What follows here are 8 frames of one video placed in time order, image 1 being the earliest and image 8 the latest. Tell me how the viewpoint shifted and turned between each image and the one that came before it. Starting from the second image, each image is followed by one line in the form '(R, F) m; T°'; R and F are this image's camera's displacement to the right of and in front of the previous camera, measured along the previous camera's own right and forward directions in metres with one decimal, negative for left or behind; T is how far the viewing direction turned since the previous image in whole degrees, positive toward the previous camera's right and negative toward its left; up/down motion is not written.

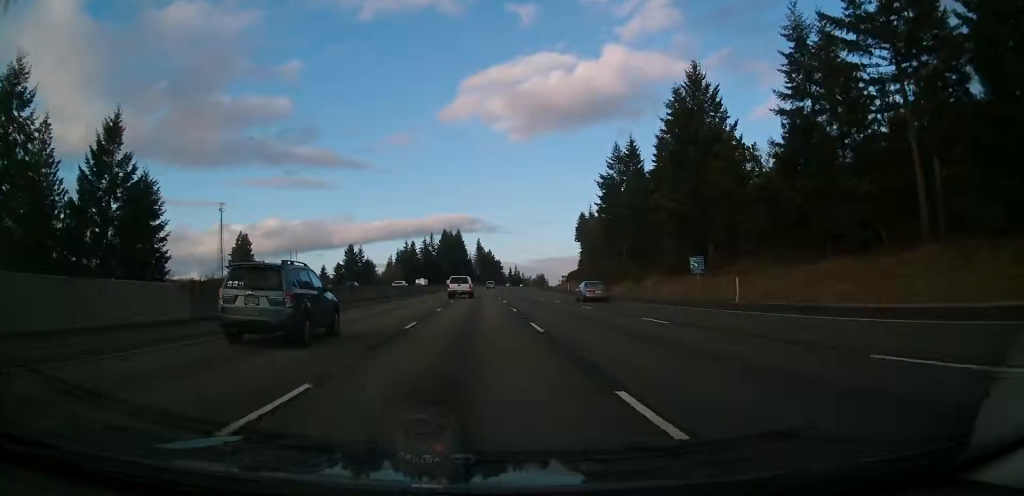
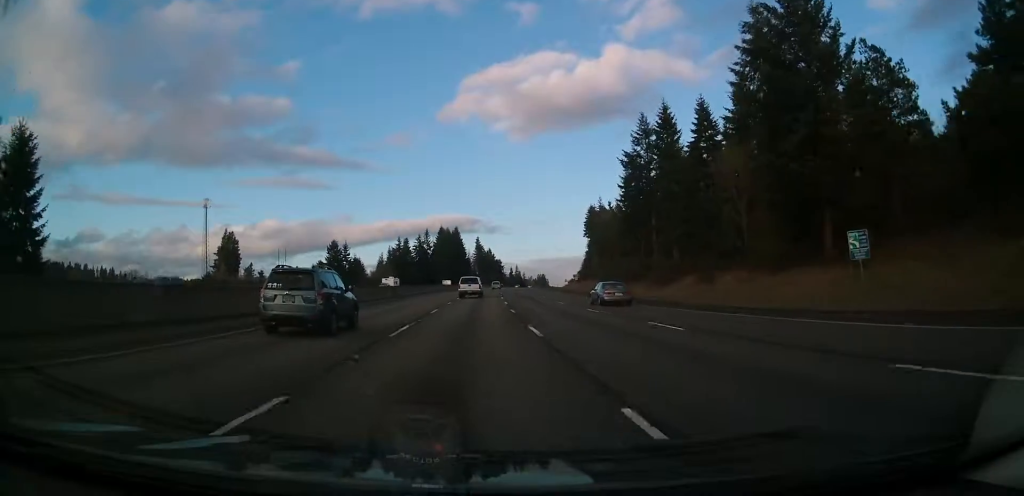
(-0.1, +25.2) m; 0°
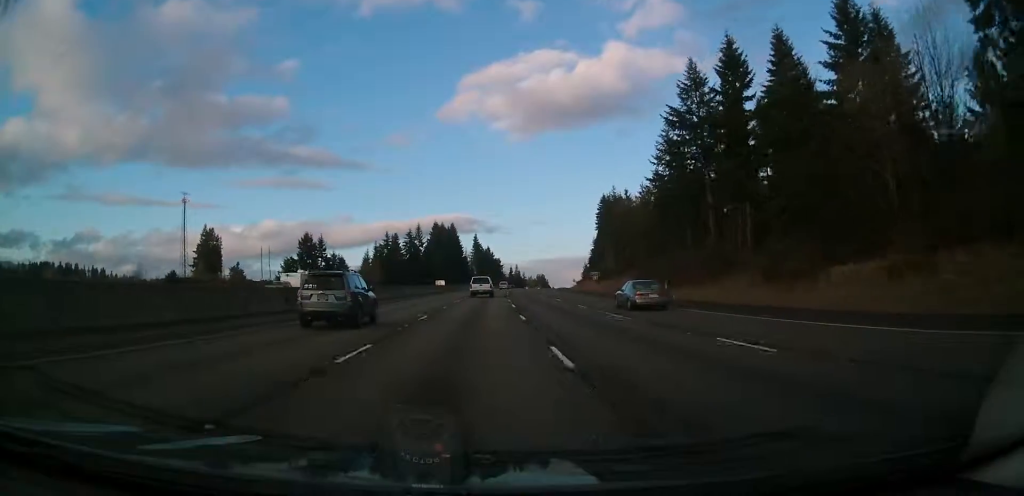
(+0.1, +30.1) m; +1°
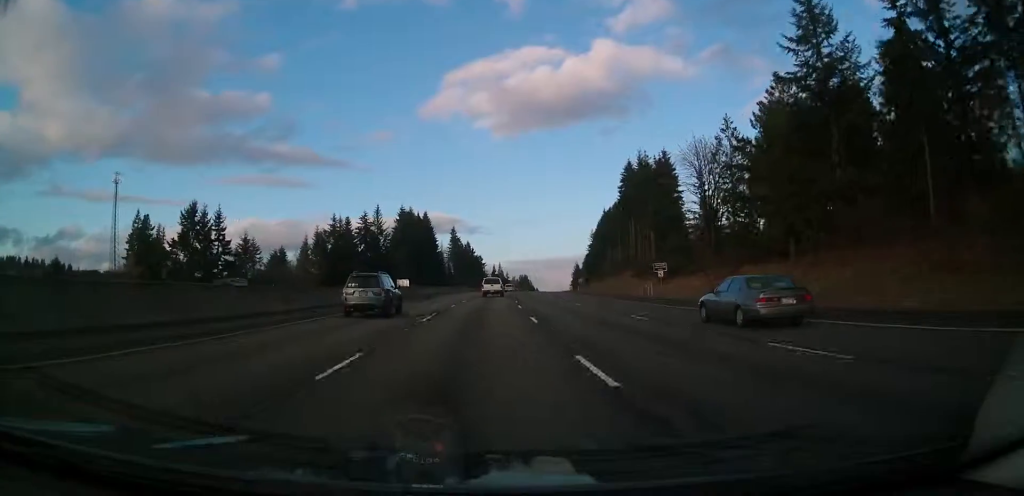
(-0.1, +62.4) m; +1°
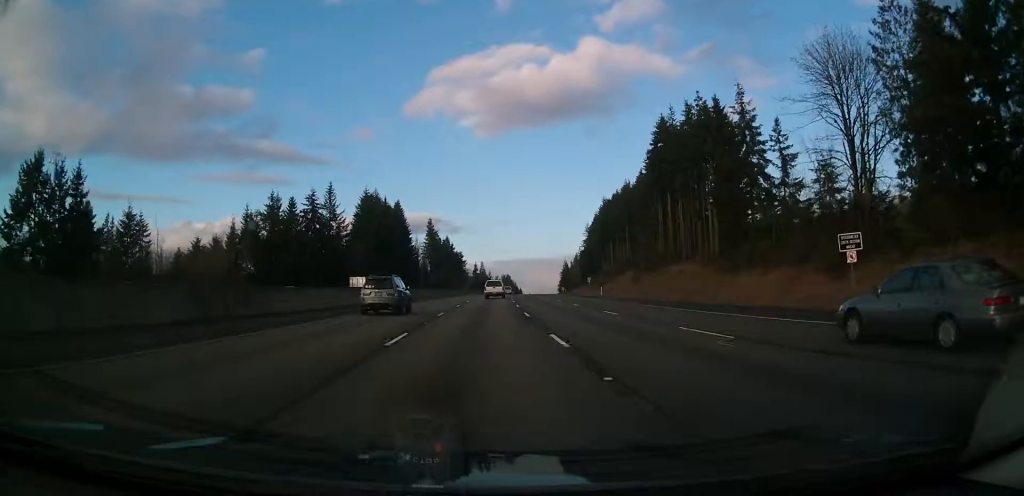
(+1.1, +43.3) m; +2°
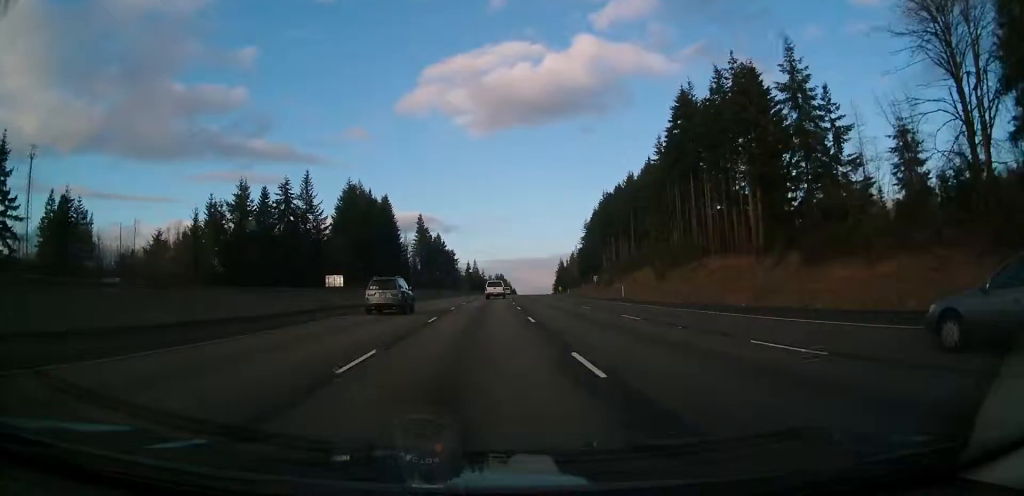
(0.0, +16.1) m; 0°
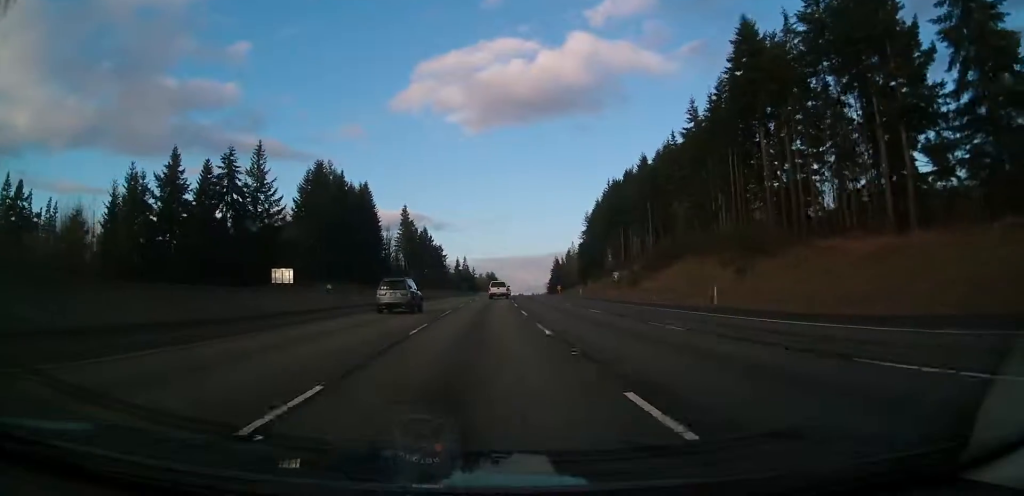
(0.0, +28.2) m; +1°
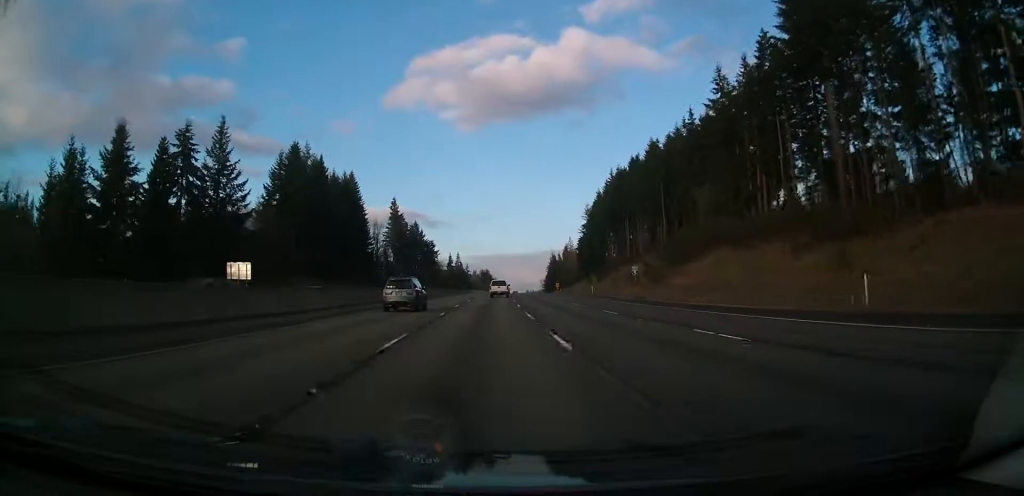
(+0.1, +16.2) m; +1°
